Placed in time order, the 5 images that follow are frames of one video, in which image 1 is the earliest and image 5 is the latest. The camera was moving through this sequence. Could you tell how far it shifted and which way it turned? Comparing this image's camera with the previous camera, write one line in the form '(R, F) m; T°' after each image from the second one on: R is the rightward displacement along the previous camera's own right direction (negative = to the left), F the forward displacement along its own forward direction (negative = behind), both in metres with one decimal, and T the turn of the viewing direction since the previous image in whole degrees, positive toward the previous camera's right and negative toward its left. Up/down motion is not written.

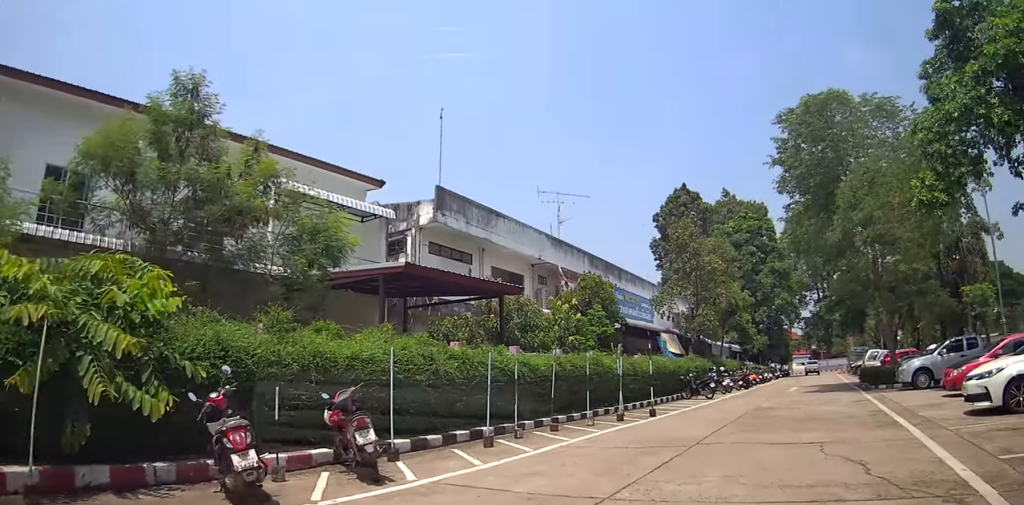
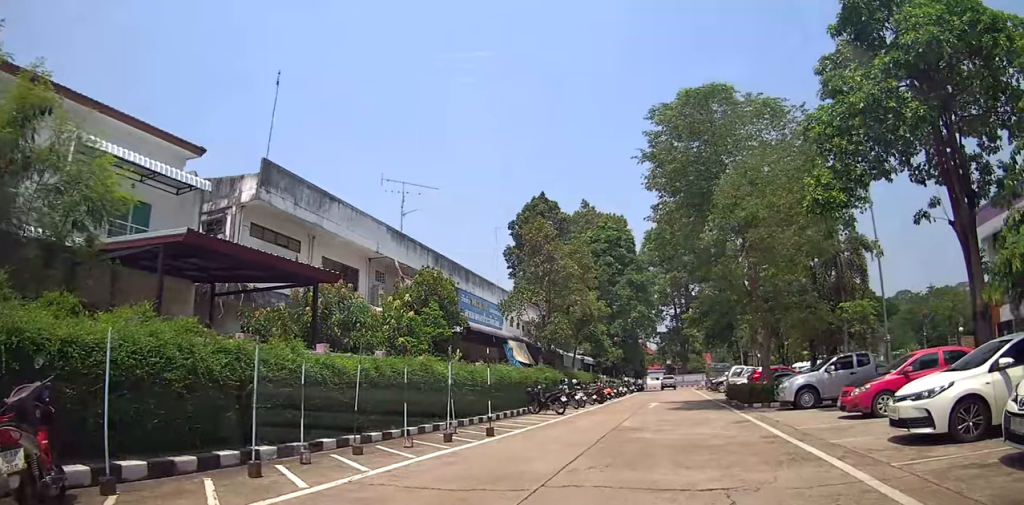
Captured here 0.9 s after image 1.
(+0.6, +2.8) m; +19°
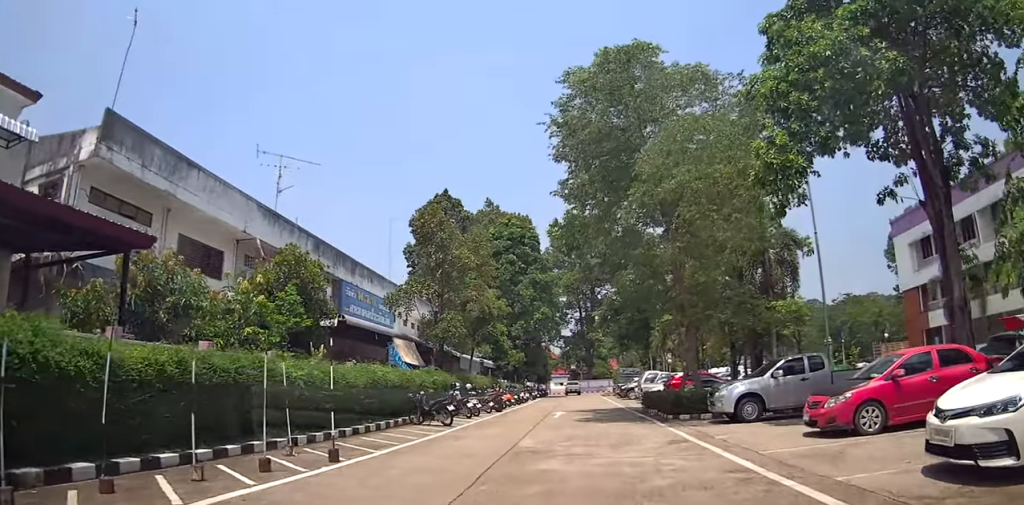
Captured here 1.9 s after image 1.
(+0.5, +3.6) m; +12°
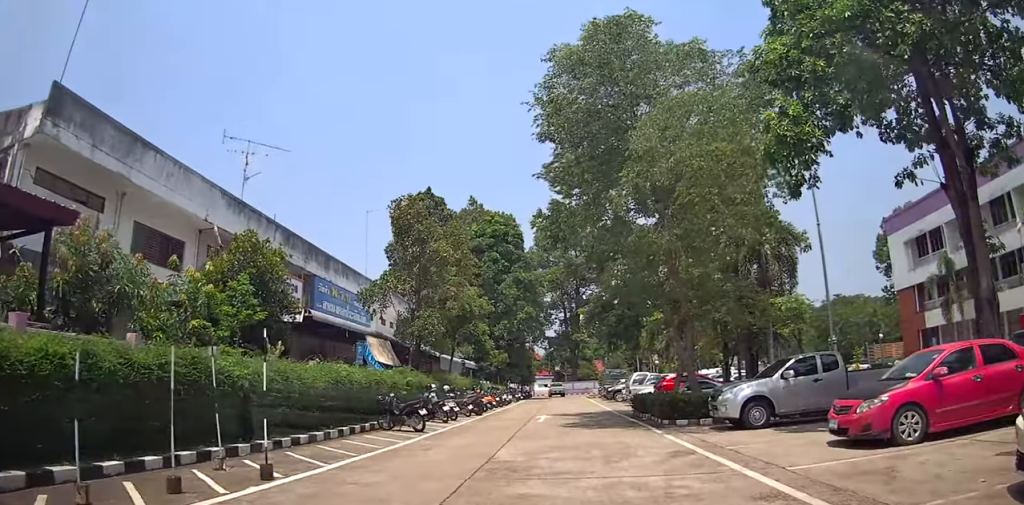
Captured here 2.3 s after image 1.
(+0.1, +1.8) m; +2°
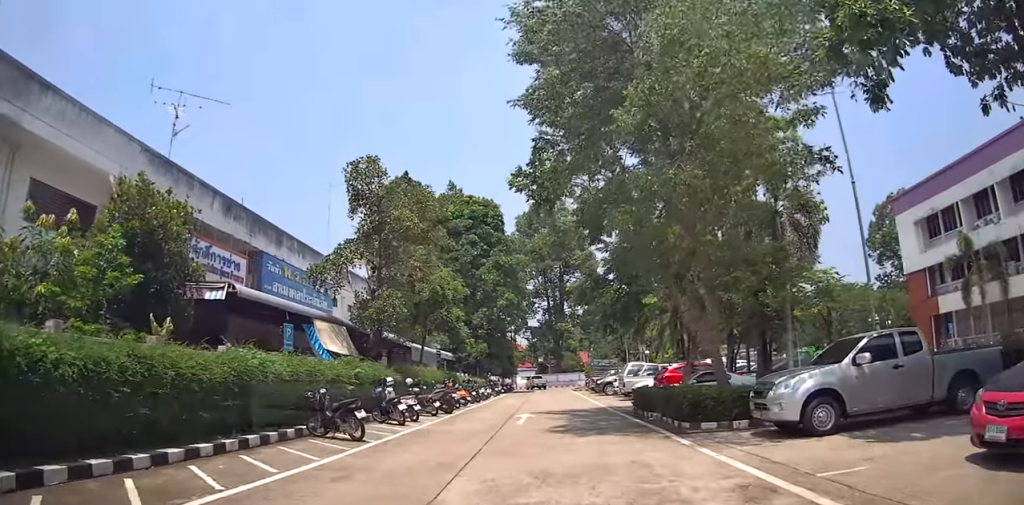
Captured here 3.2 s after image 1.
(+0.1, +4.2) m; -4°
